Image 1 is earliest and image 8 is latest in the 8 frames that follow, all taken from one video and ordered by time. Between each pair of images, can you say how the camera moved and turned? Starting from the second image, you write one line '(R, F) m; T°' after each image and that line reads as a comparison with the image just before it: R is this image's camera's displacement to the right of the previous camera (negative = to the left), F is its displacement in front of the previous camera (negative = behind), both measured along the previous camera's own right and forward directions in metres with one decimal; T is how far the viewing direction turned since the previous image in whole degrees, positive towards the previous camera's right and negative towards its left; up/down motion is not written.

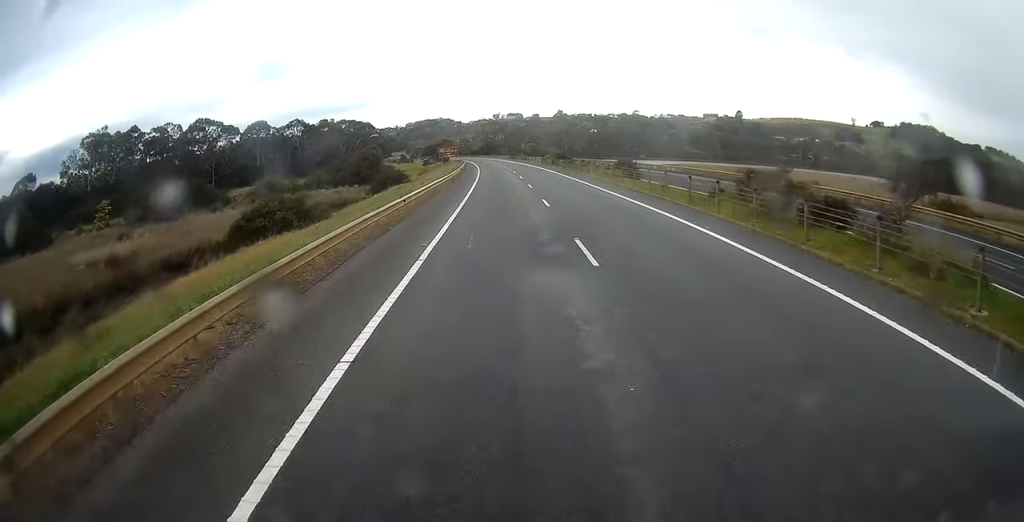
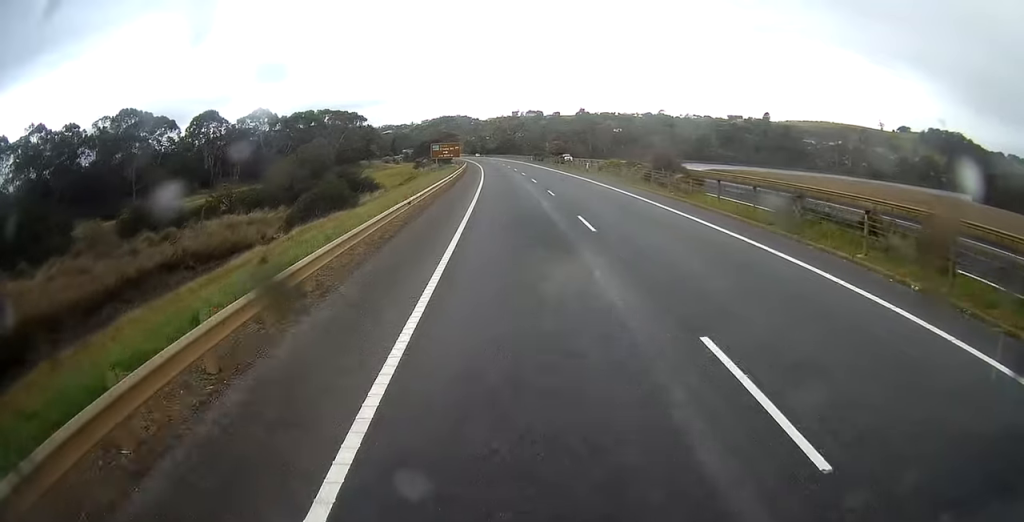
(-0.9, +42.5) m; -3°
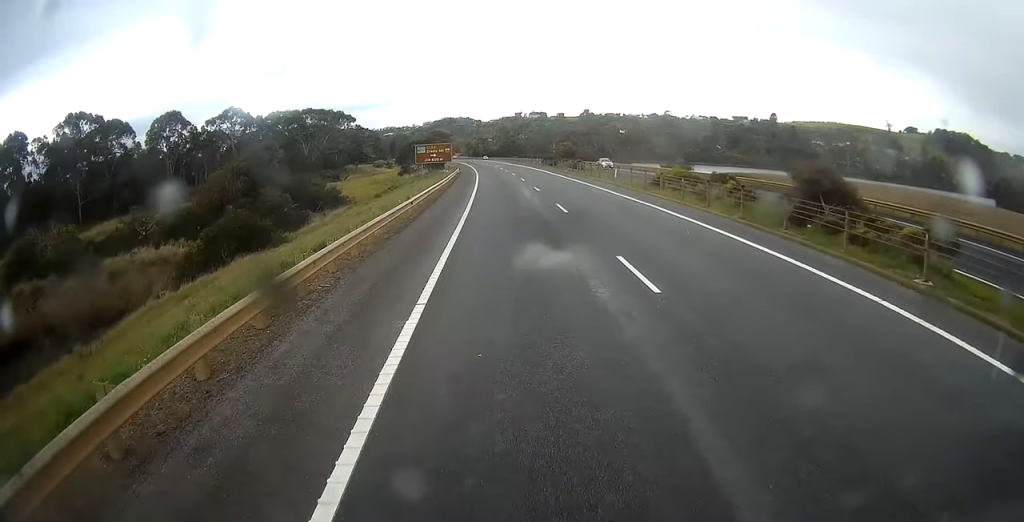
(-0.3, +17.7) m; -1°
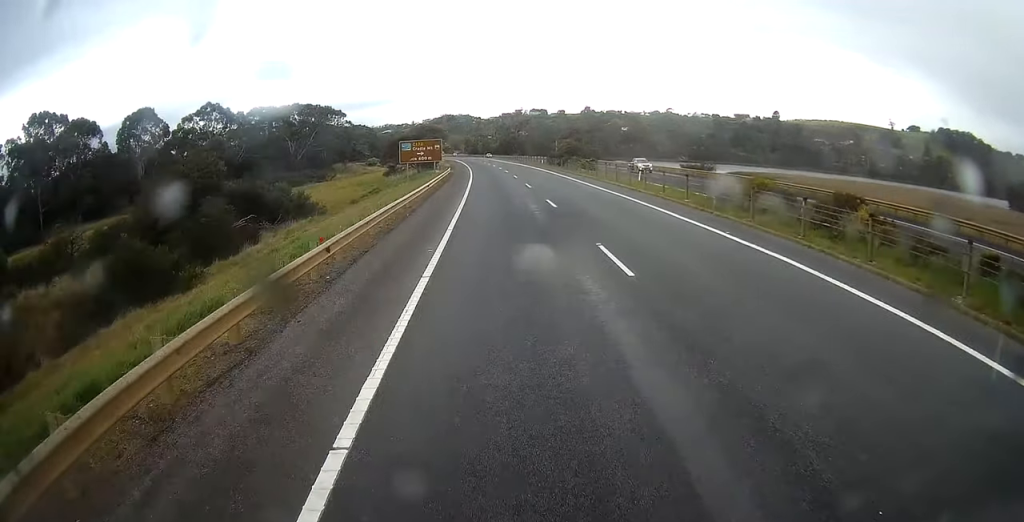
(0.0, +10.8) m; 0°
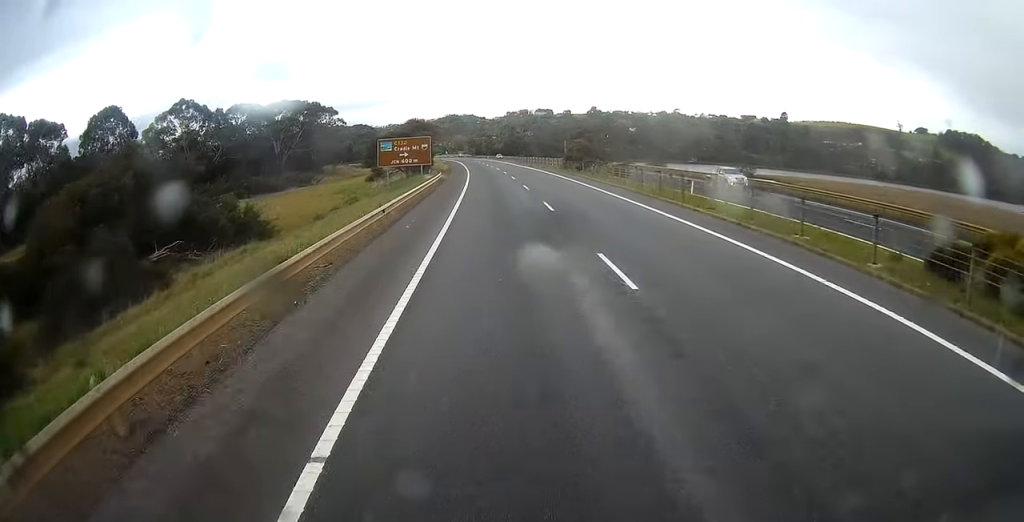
(0.0, +12.8) m; 0°
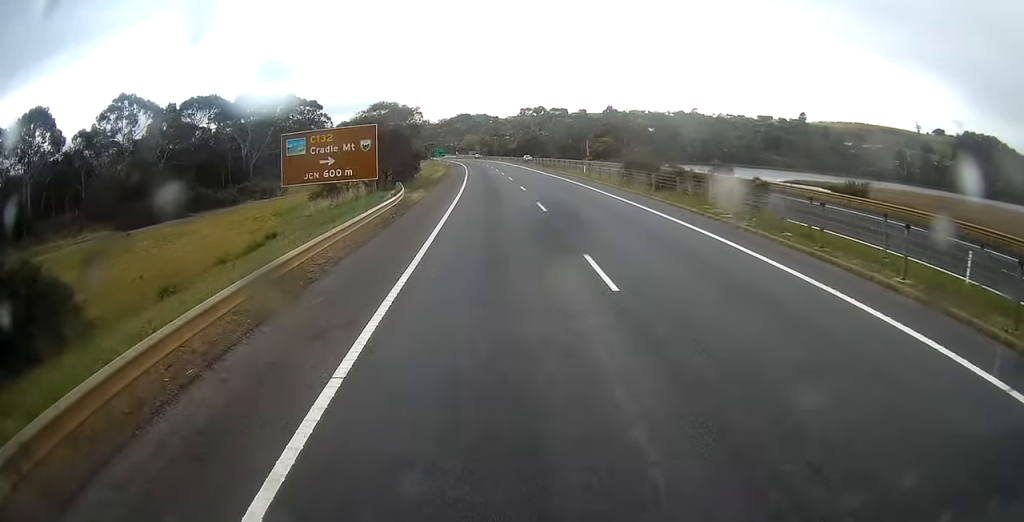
(0.0, +23.1) m; -1°
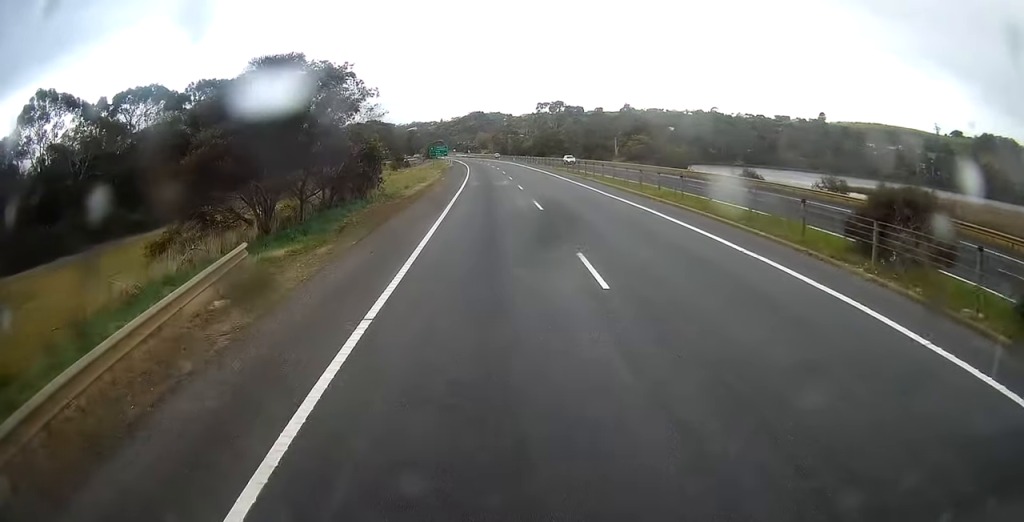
(-0.4, +23.2) m; -2°
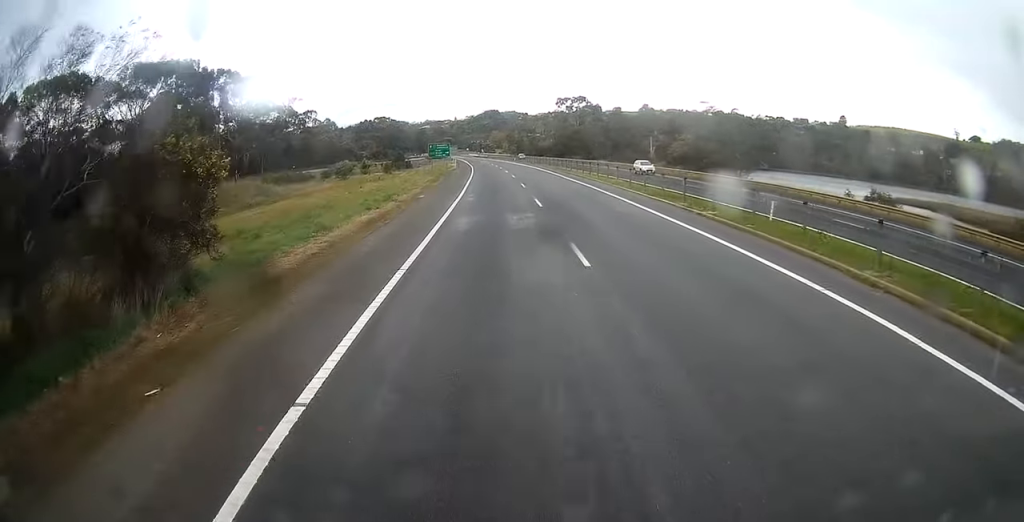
(-0.4, +21.7) m; -2°
